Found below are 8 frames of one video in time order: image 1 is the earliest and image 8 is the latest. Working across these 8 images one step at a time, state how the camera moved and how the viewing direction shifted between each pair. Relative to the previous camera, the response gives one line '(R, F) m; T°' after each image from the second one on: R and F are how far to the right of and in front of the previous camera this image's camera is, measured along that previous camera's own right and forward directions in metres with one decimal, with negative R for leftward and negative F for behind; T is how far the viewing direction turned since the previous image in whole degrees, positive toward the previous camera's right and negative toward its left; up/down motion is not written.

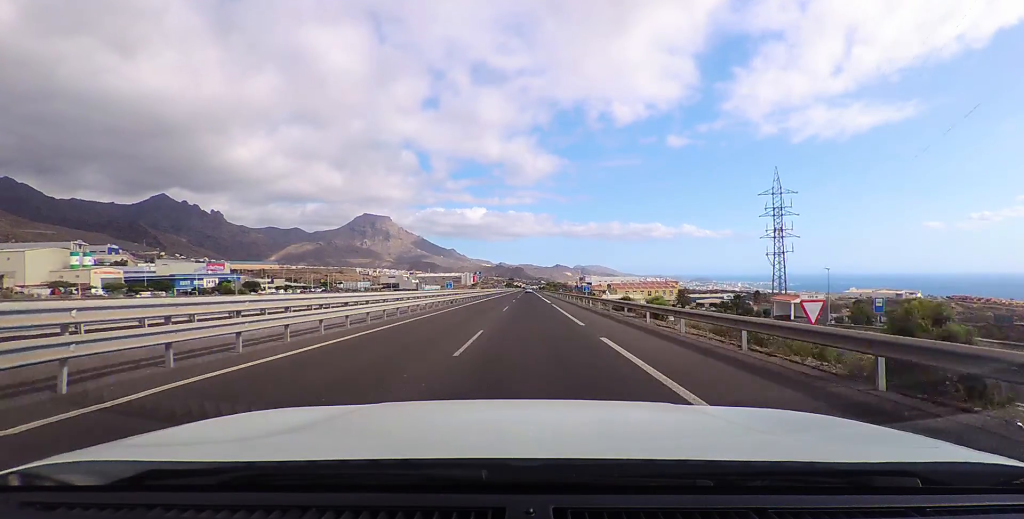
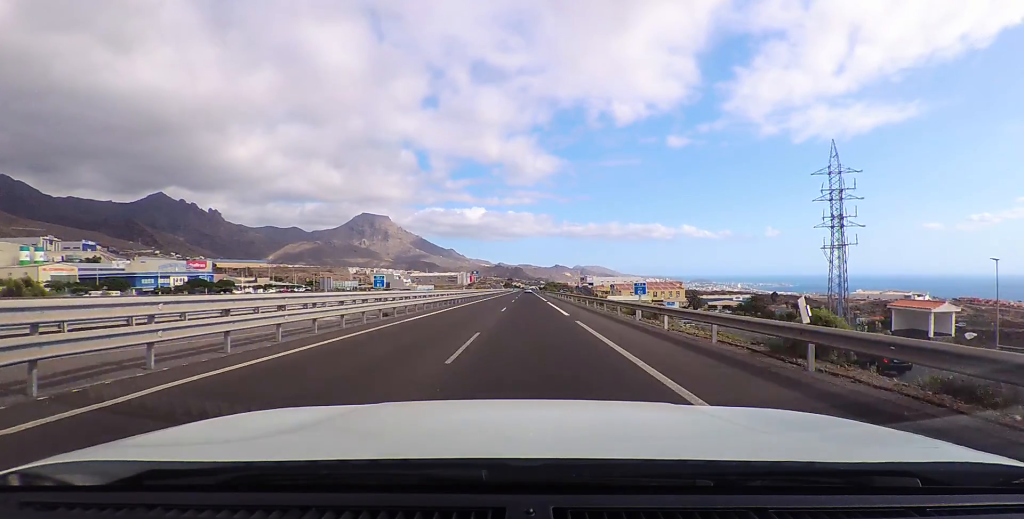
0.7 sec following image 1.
(-0.1, +18.7) m; 0°
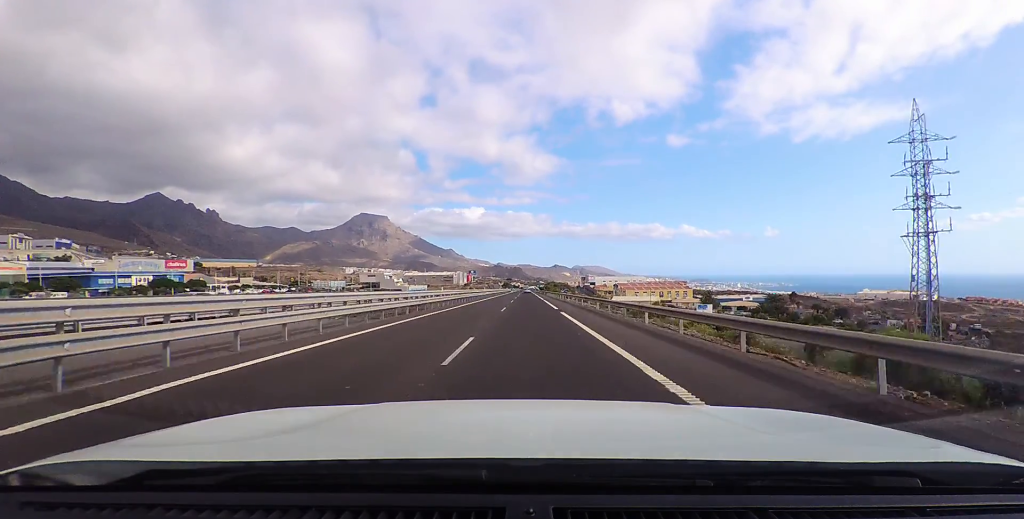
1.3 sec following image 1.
(+0.2, +17.9) m; +1°
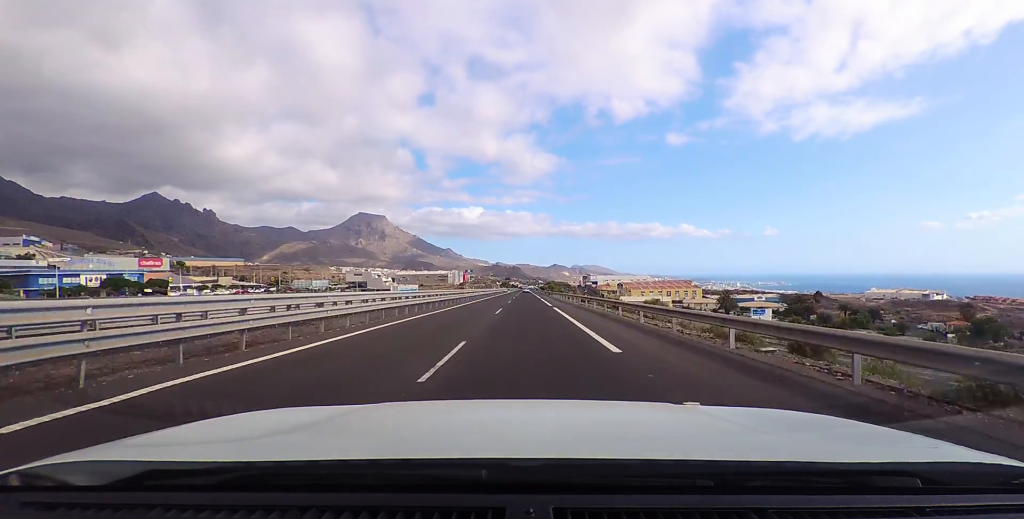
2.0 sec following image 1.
(+0.2, +20.0) m; 0°
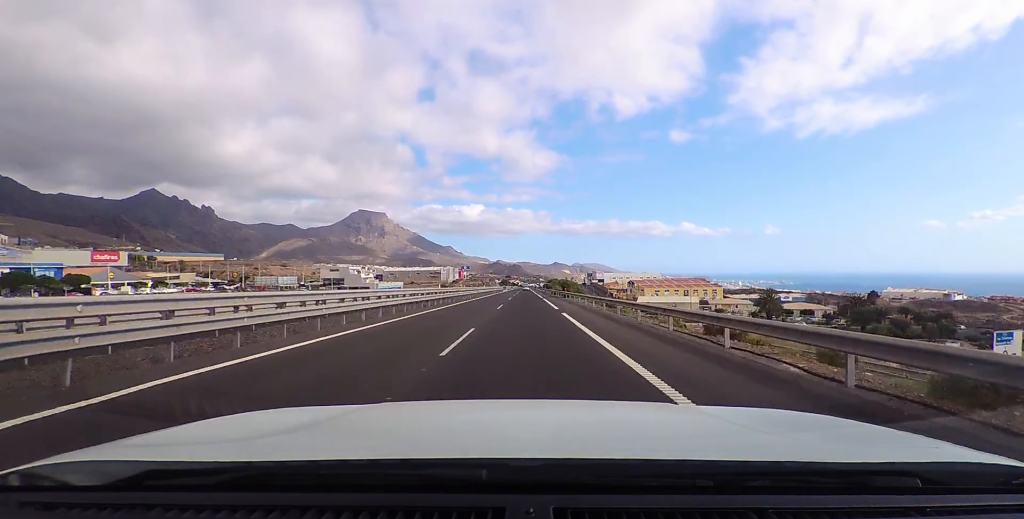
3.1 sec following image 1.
(-0.2, +32.8) m; -2°
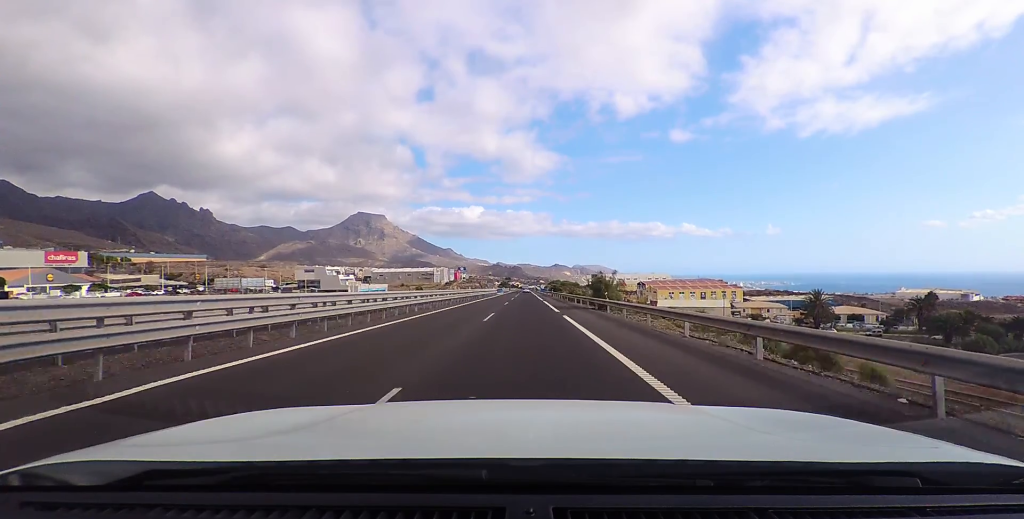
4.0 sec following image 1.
(-0.5, +26.0) m; 0°
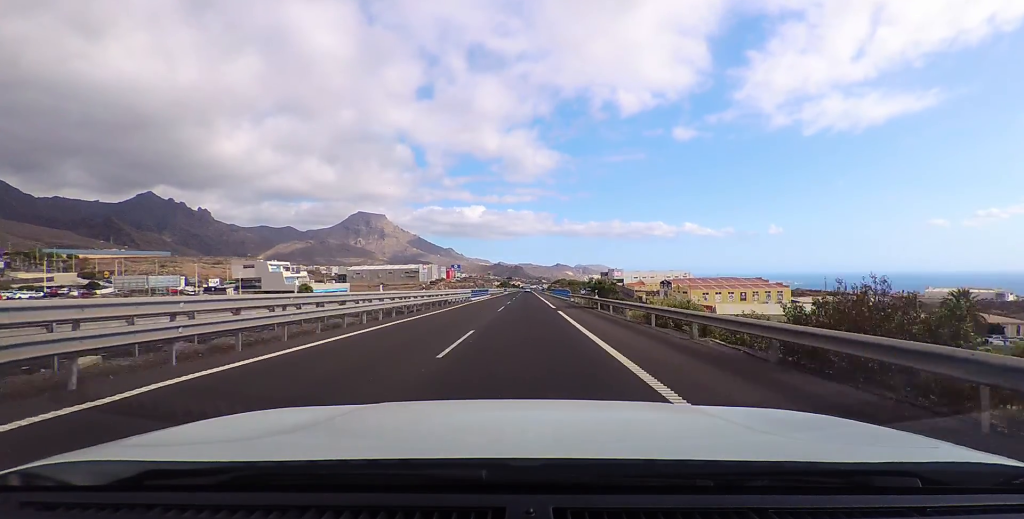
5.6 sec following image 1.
(+1.6, +44.9) m; +1°
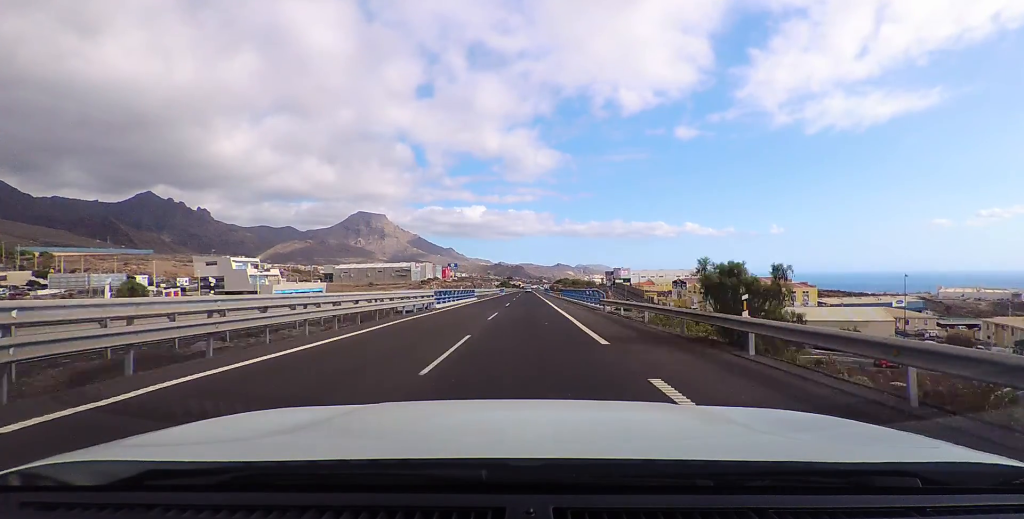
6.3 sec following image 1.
(-0.7, +18.9) m; -1°
